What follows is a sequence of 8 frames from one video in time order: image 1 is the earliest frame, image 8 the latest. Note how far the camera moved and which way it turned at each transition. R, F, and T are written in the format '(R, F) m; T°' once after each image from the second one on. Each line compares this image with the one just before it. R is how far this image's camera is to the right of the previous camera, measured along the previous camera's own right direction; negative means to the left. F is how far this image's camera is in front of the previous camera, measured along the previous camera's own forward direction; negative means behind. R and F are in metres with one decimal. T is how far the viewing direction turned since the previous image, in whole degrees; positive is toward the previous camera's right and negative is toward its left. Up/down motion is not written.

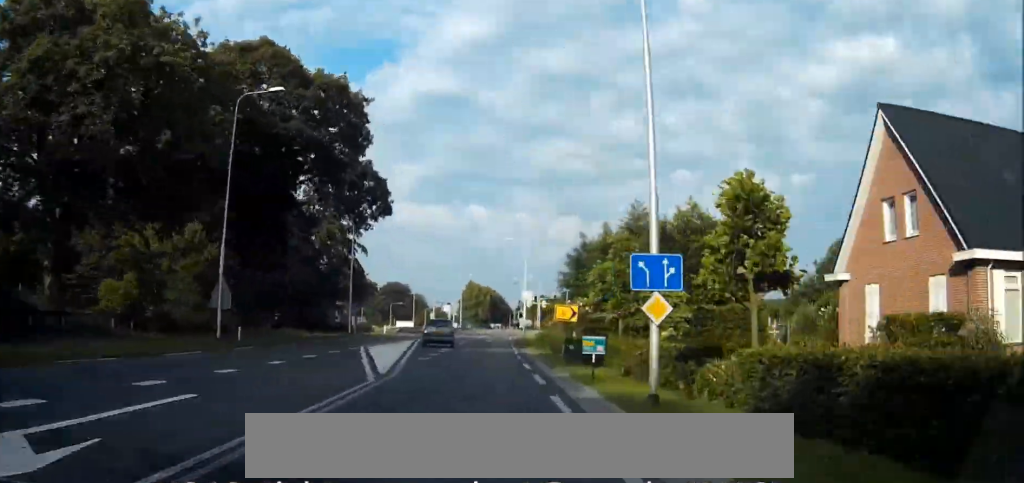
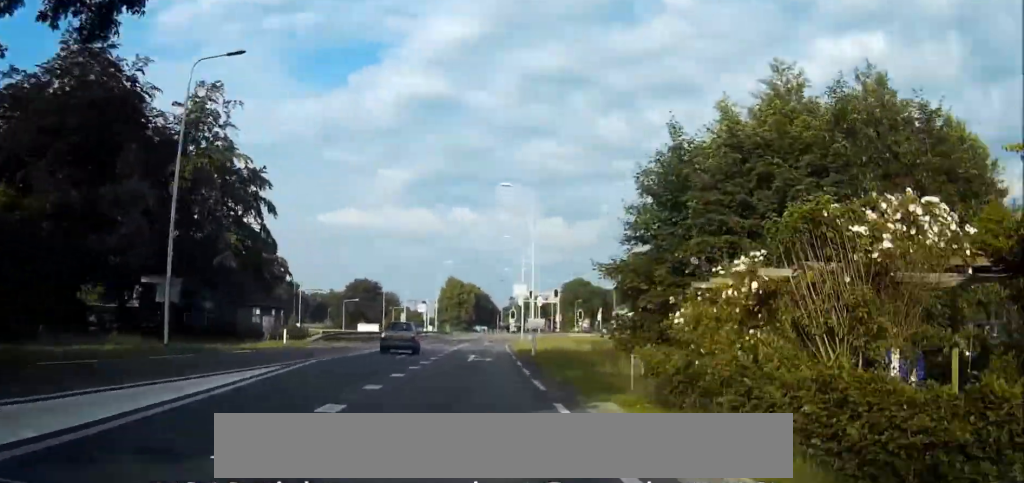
(-0.2, +27.3) m; +3°
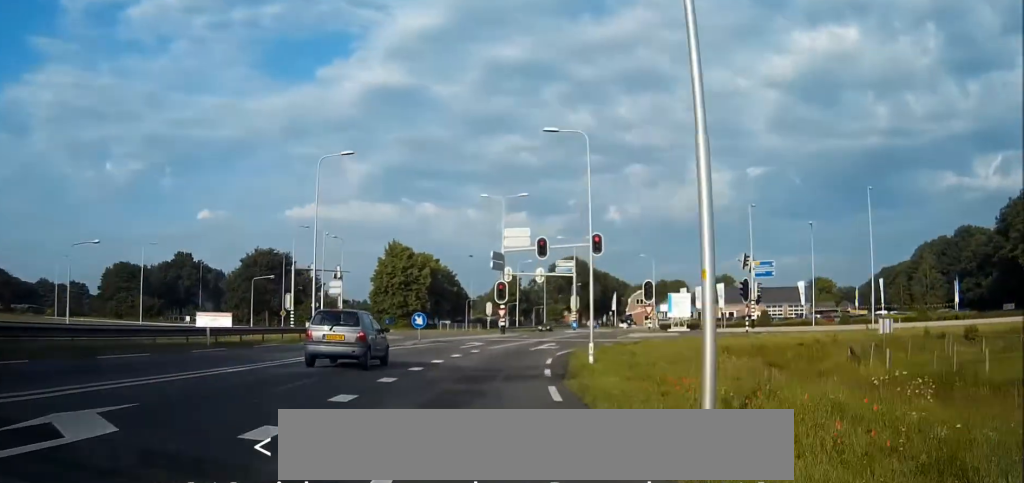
(+4.0, +54.0) m; +5°
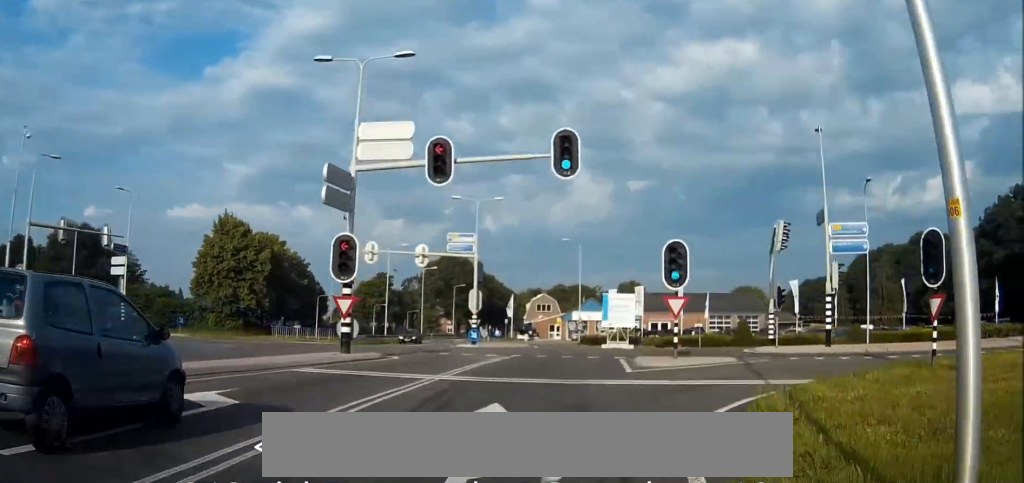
(+0.1, +33.0) m; +1°
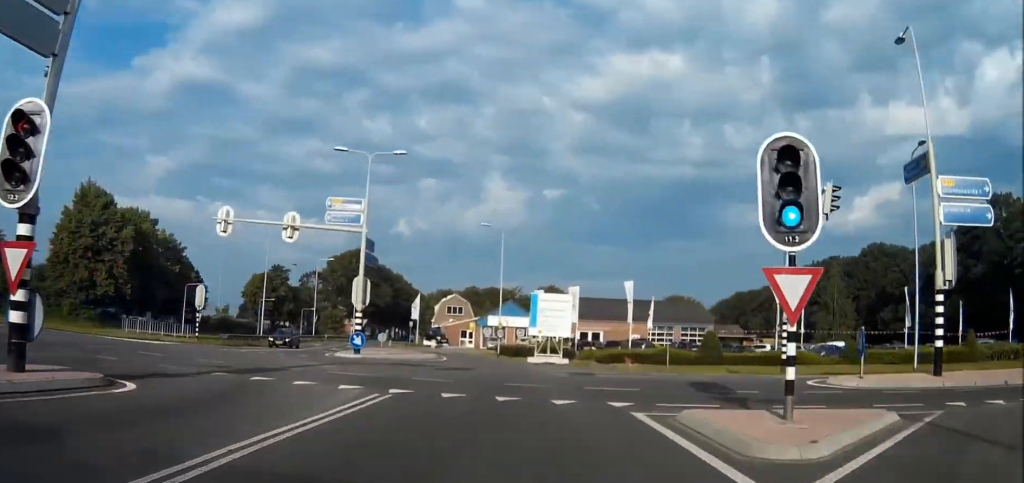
(-0.1, +16.9) m; +4°
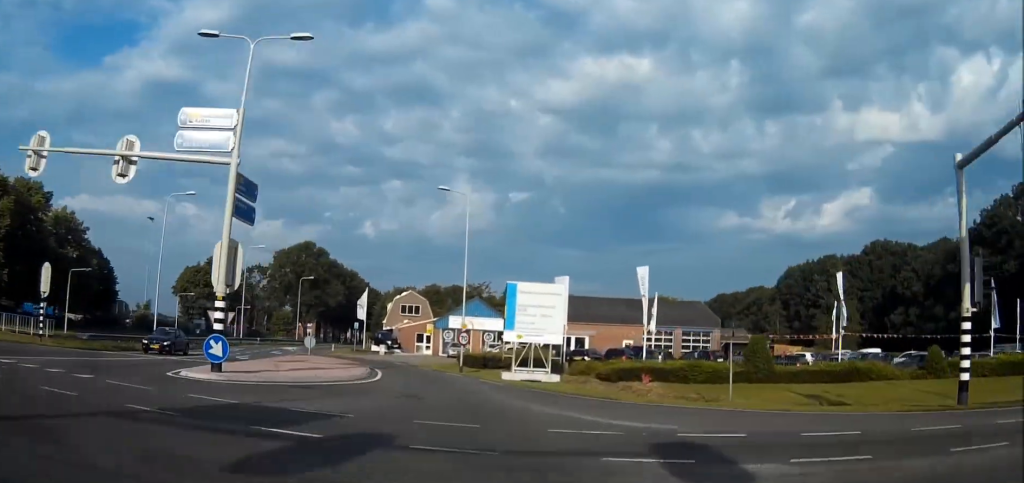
(+1.3, +18.0) m; +2°
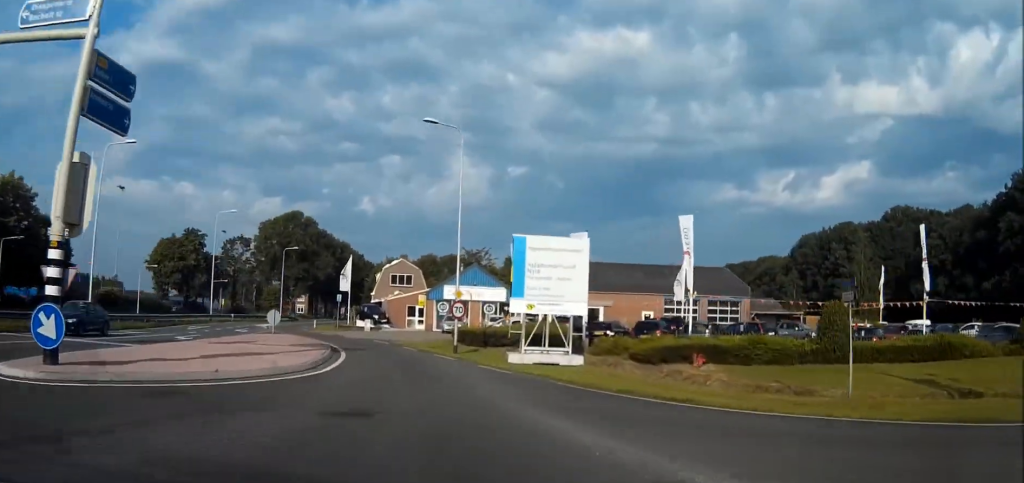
(+1.0, +10.2) m; 0°
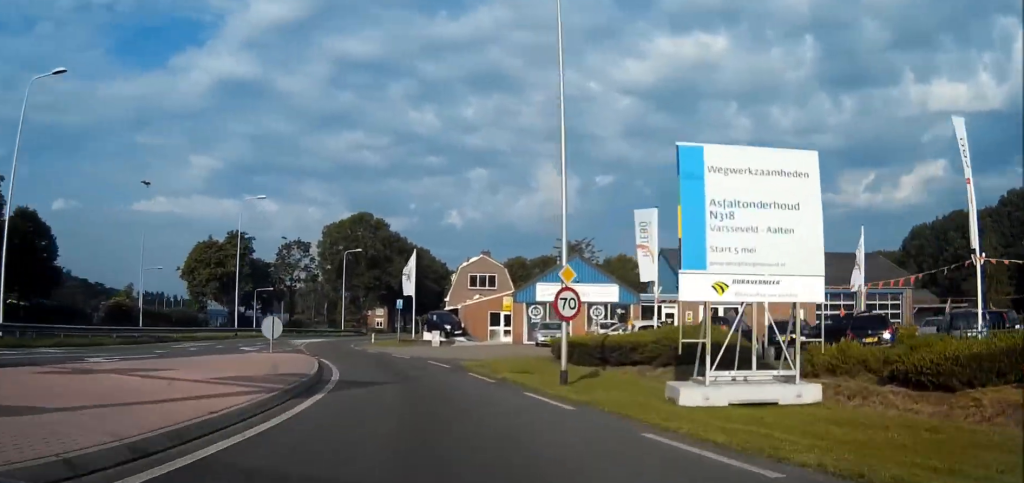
(-1.3, +16.6) m; -6°
